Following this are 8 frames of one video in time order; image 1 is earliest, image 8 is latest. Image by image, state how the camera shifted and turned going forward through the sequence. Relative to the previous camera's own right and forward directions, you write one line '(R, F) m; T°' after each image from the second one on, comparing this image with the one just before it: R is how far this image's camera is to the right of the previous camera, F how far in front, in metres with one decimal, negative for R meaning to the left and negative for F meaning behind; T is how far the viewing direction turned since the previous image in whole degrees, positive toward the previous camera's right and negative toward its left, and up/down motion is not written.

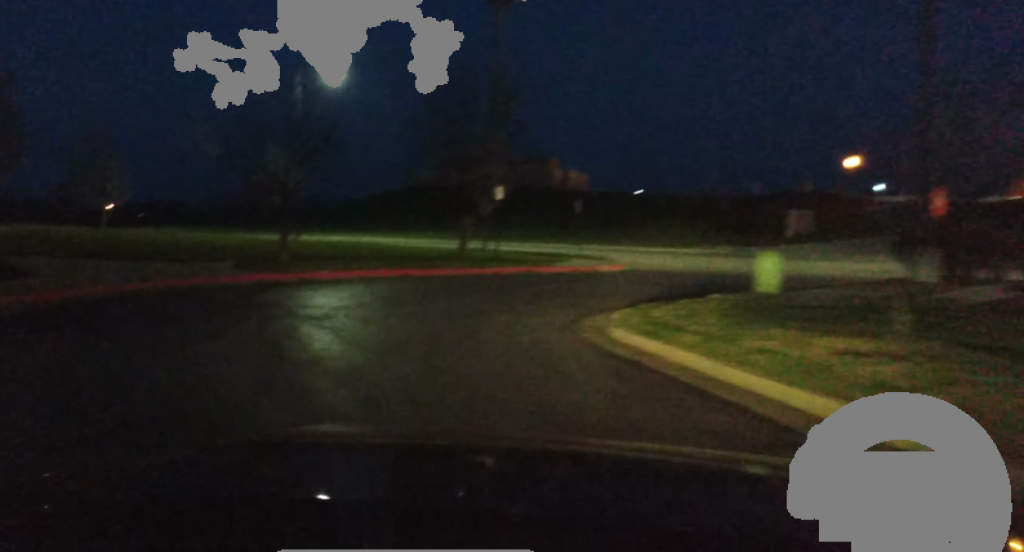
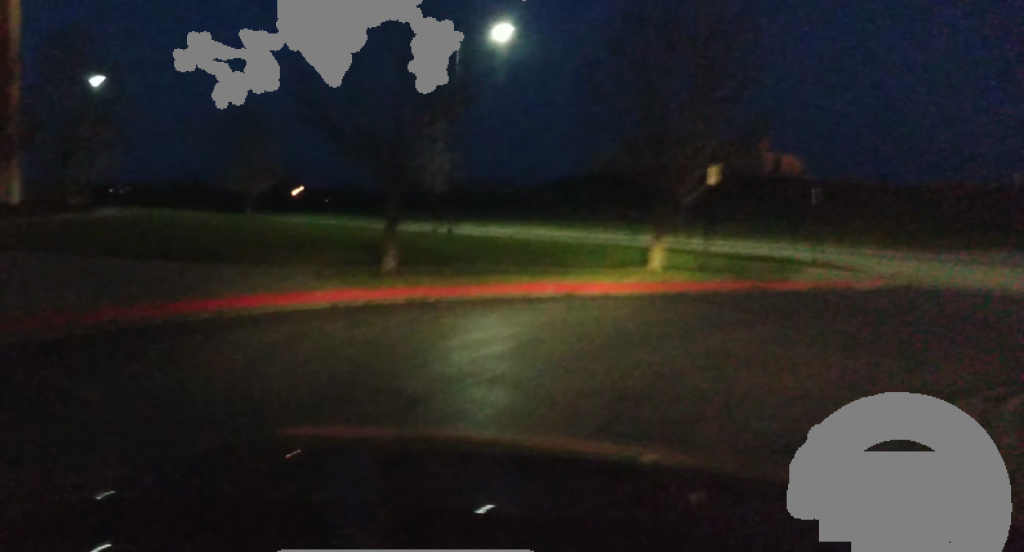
(-1.0, +7.2) m; -11°
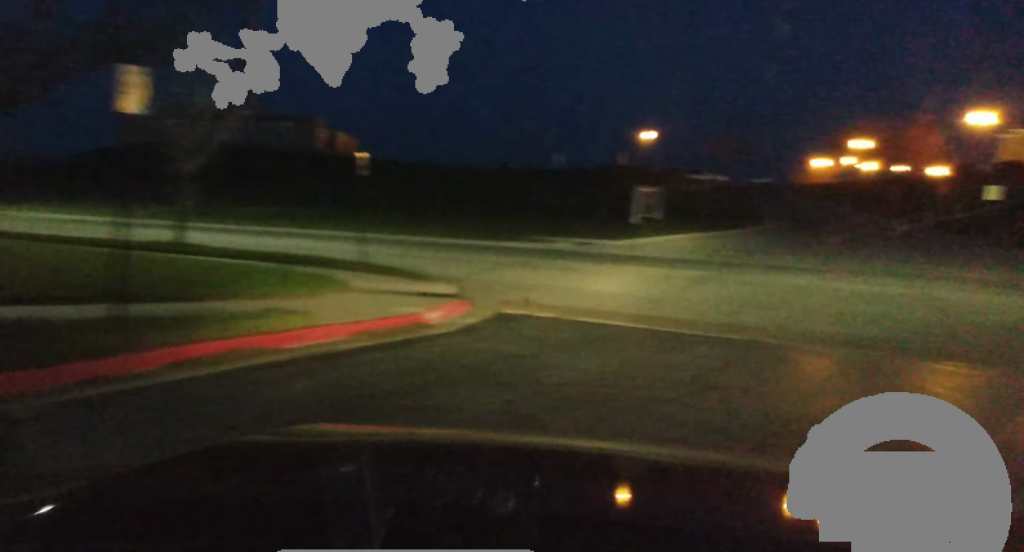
(+1.1, +12.3) m; +19°
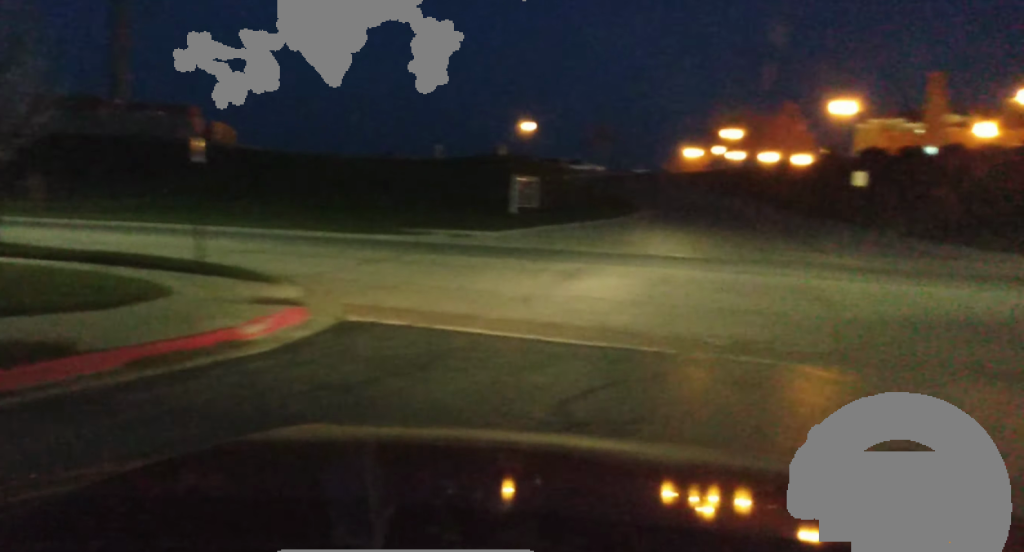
(+0.3, +2.0) m; +7°
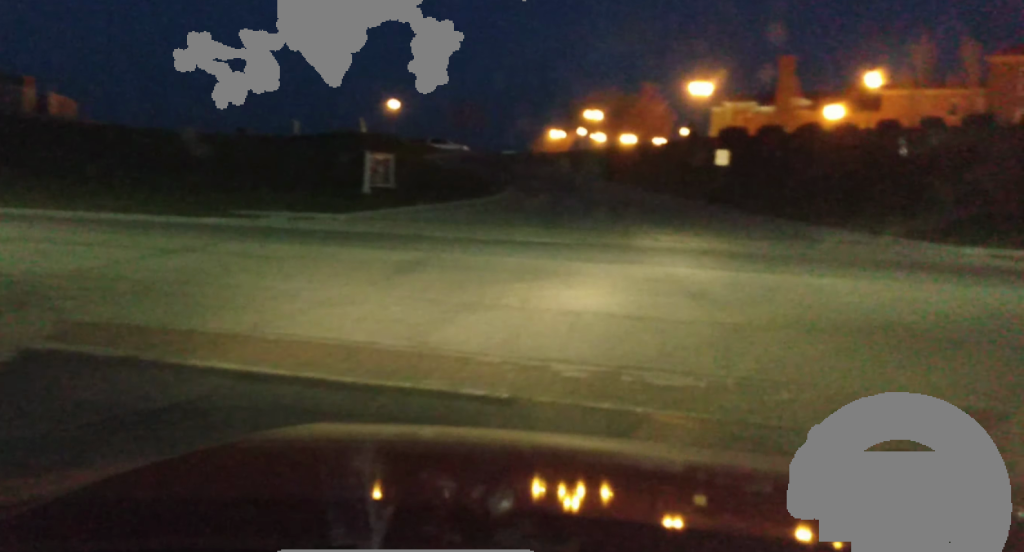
(+0.3, +3.4) m; +10°
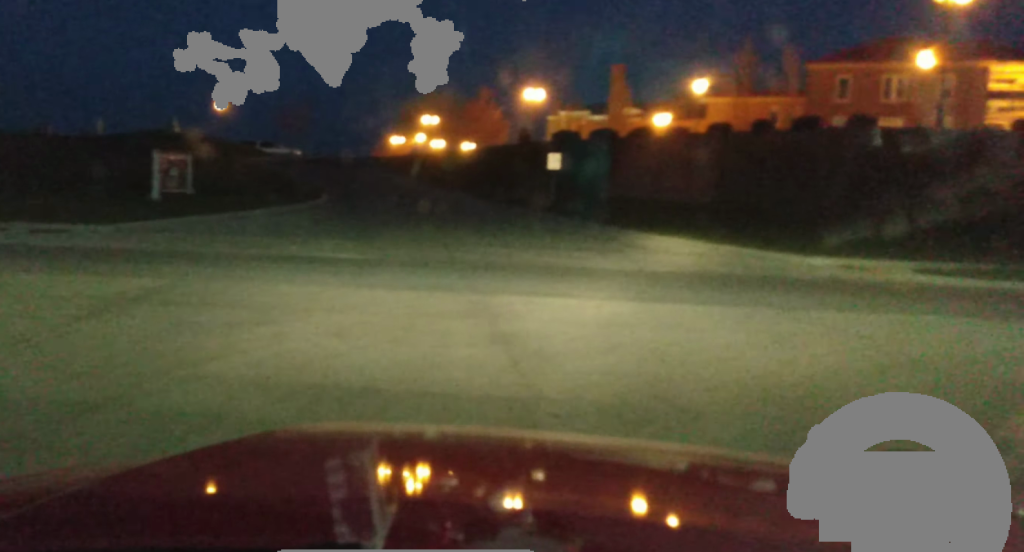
(+0.3, +5.2) m; +8°
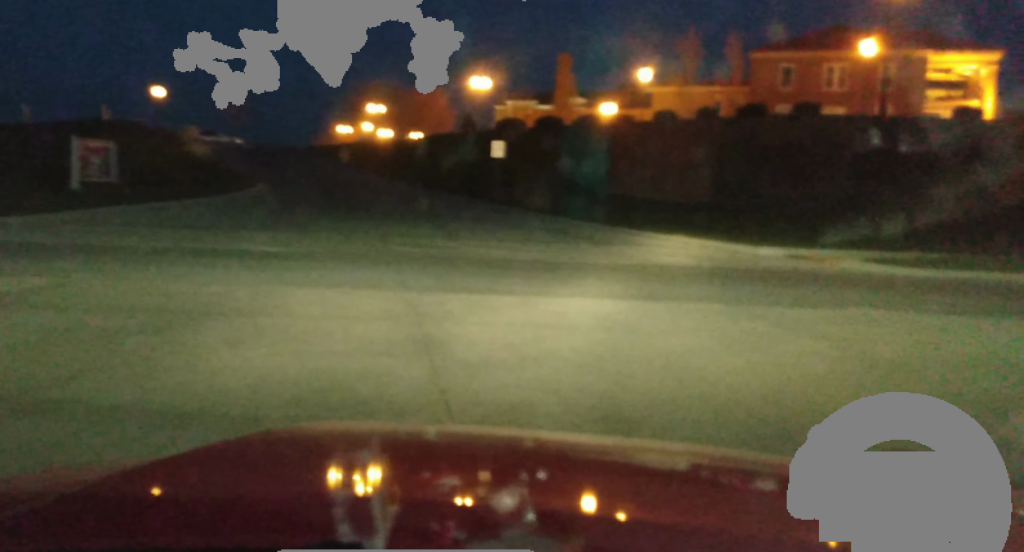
(-0.3, +1.6) m; +5°
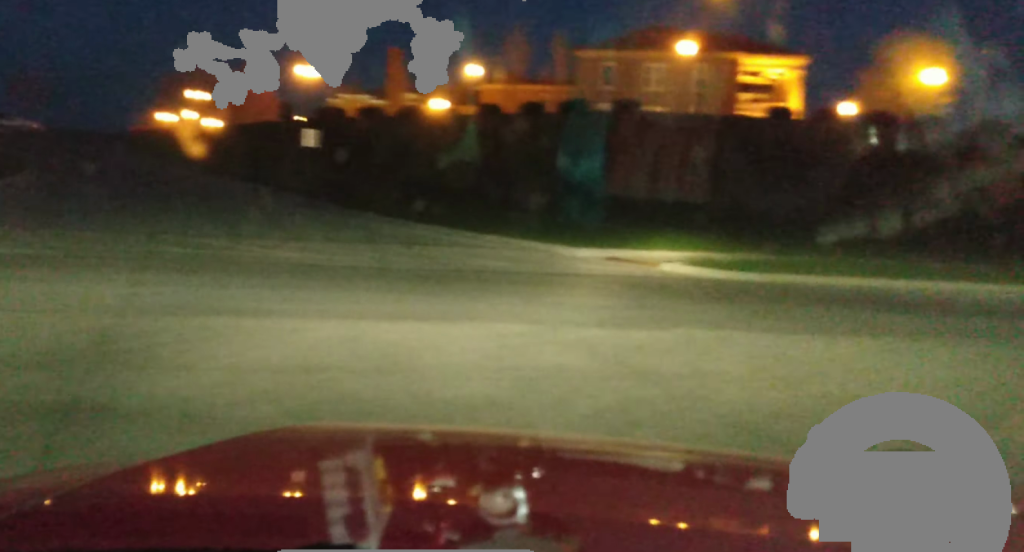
(+0.9, +3.3) m; +23°
